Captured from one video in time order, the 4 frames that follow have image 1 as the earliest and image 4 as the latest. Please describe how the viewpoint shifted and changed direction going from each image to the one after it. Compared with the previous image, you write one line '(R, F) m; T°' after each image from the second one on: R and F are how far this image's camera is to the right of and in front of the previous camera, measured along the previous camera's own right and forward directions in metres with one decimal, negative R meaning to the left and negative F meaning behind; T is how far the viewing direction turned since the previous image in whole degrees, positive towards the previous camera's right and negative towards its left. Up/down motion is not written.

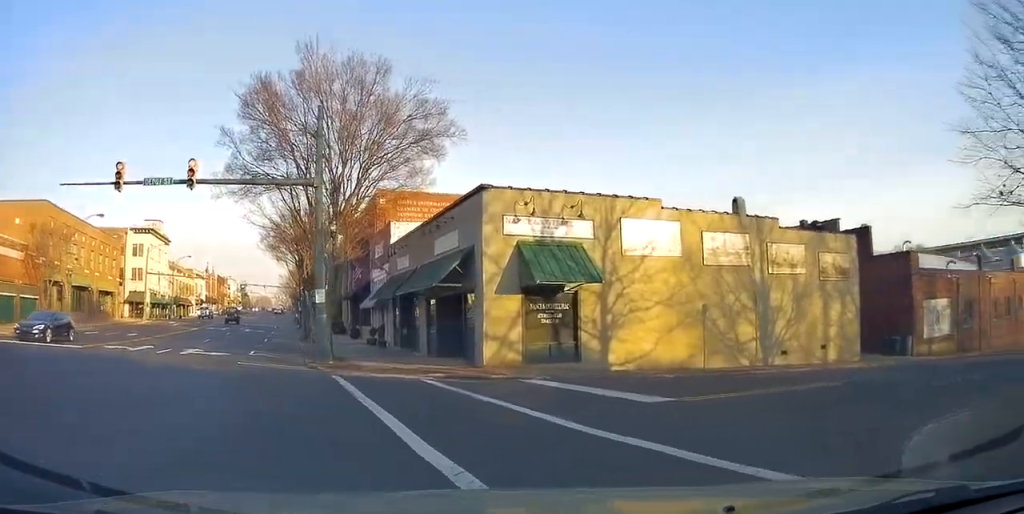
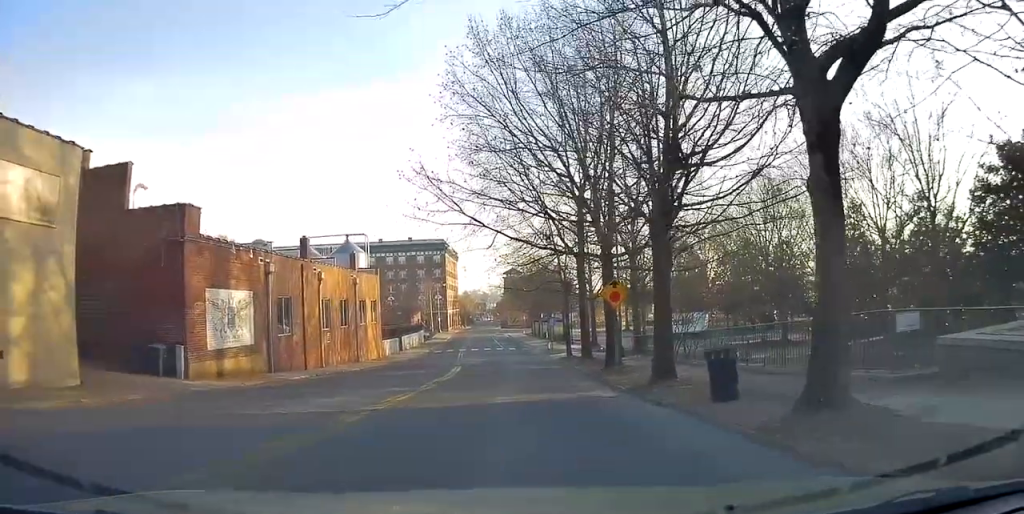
(+5.5, +11.2) m; +48°
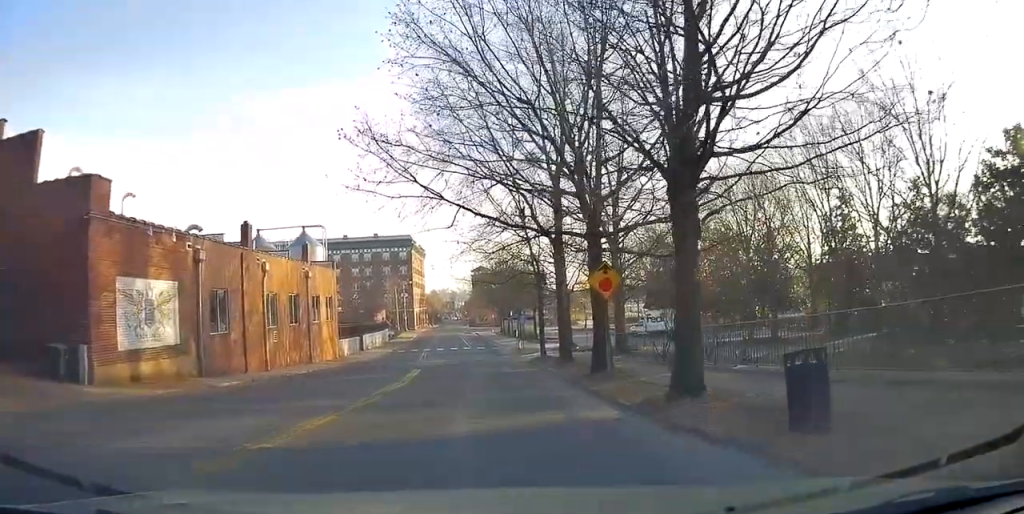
(+0.1, +3.5) m; +6°
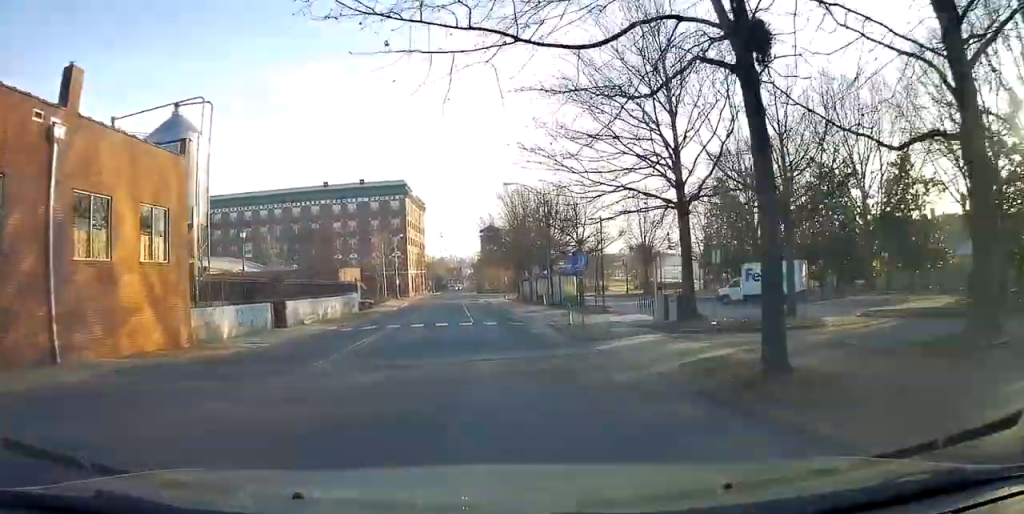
(+2.4, +23.1) m; +5°
